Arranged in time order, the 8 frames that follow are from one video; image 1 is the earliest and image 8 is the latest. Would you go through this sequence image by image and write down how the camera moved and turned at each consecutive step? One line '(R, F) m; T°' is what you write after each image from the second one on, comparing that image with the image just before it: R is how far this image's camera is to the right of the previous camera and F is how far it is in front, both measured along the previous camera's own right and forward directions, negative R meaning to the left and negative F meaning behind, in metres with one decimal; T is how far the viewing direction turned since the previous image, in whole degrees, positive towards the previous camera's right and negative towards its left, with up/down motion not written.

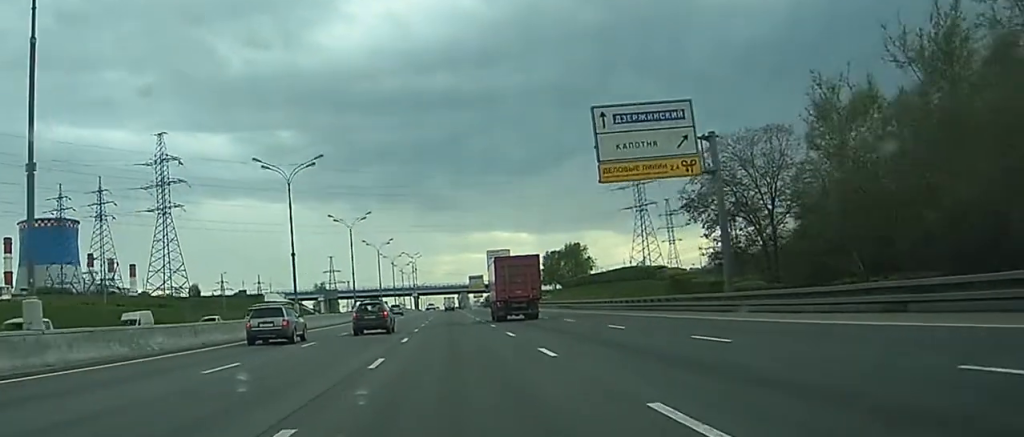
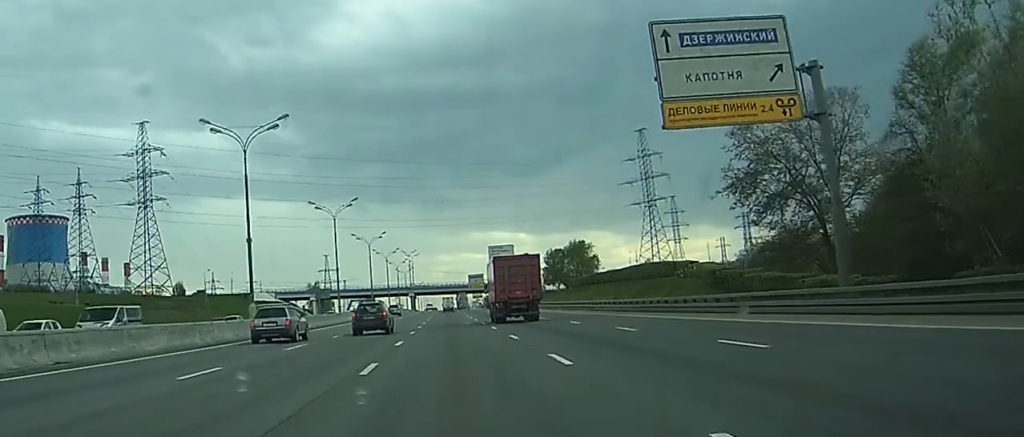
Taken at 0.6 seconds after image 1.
(0.0, +14.6) m; 0°
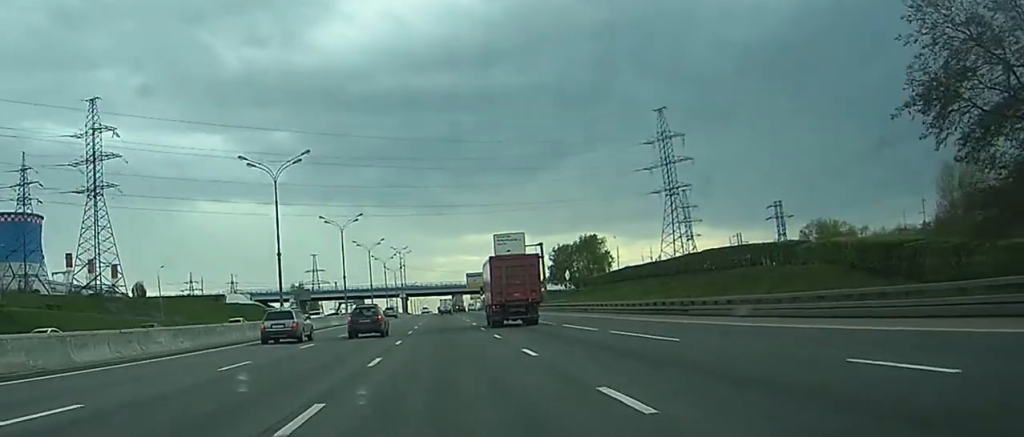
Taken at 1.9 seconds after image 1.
(+0.3, +31.4) m; +2°
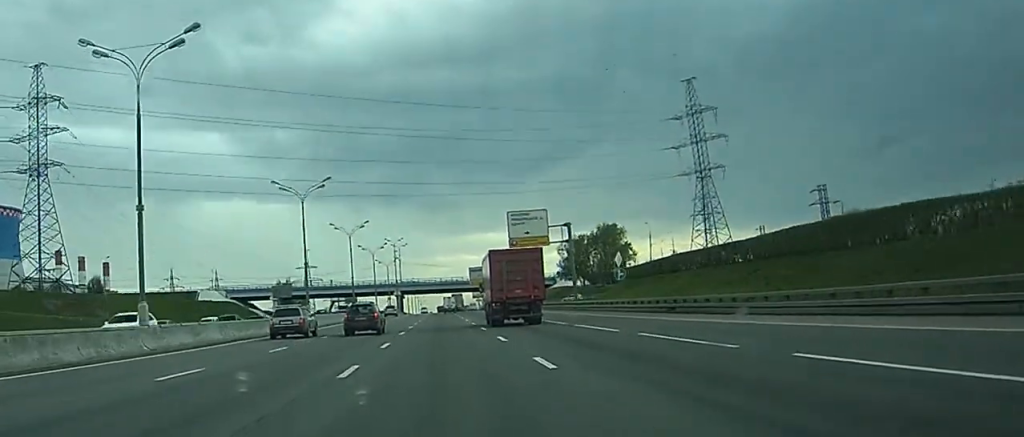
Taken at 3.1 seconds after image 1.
(+0.5, +29.6) m; +1°
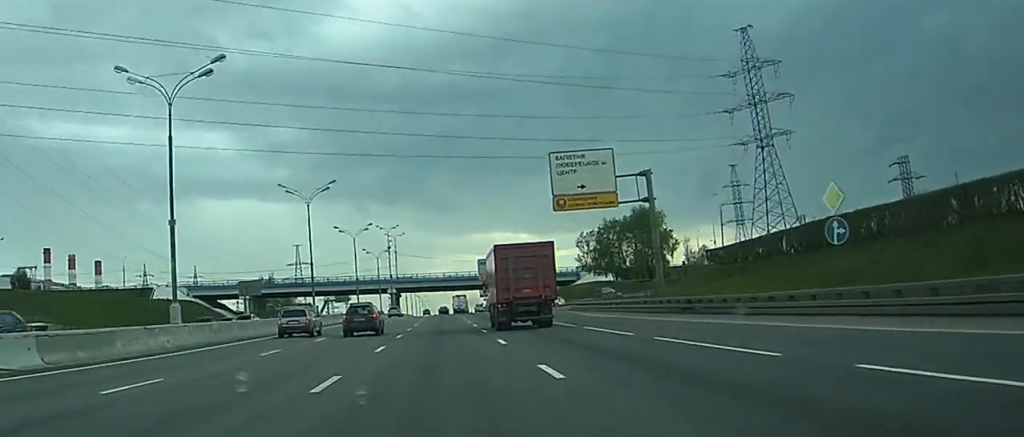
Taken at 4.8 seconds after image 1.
(-0.5, +39.1) m; -2°
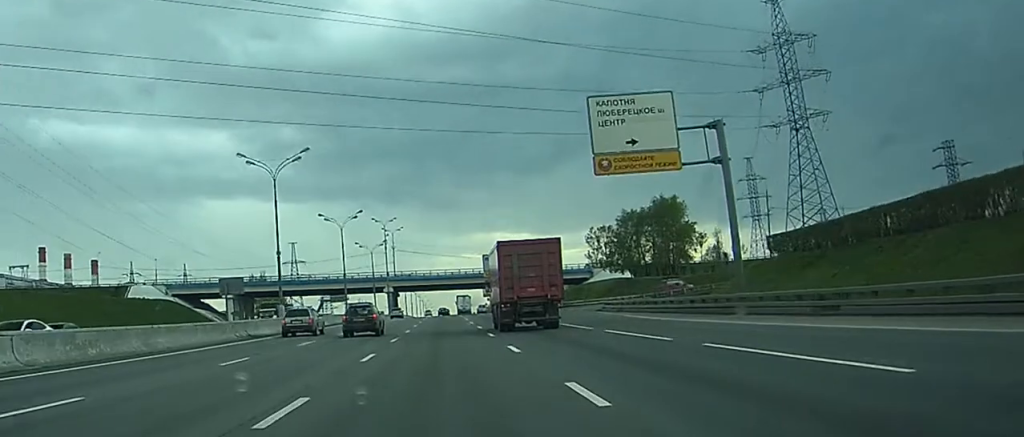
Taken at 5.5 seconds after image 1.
(-0.1, +16.7) m; 0°
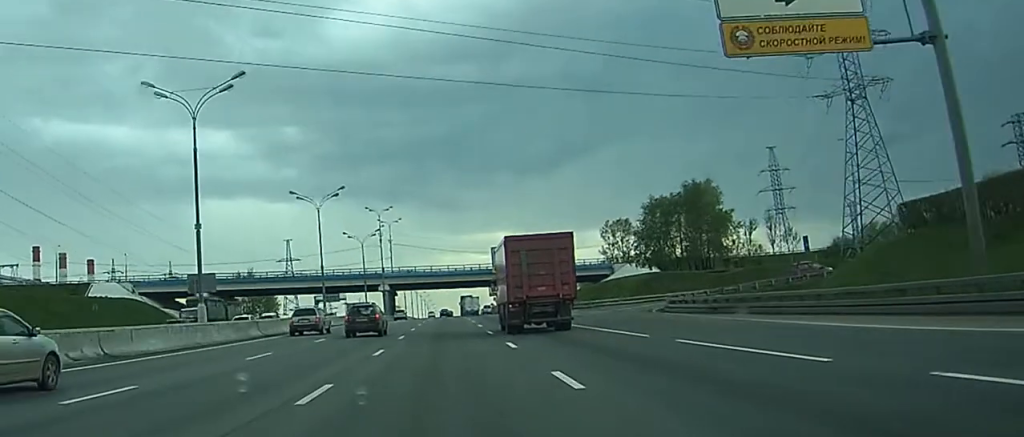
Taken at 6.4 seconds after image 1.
(+0.2, +21.3) m; +1°
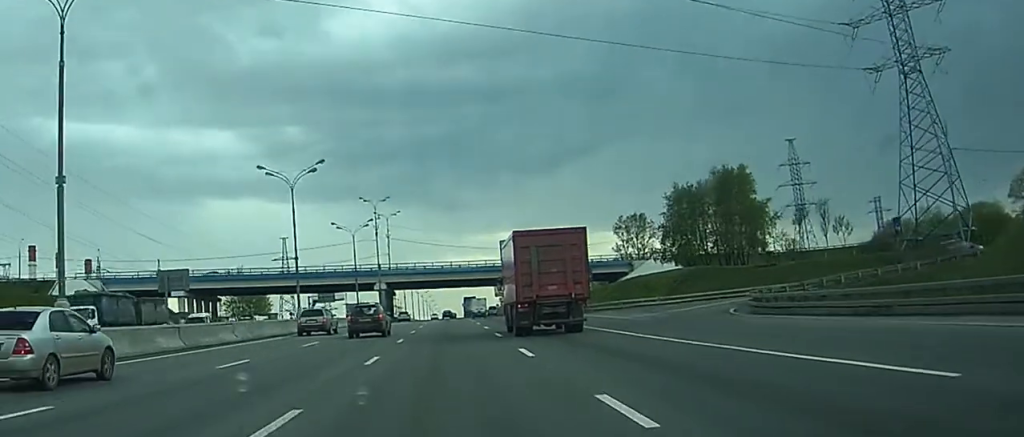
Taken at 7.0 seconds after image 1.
(+0.3, +15.7) m; 0°
